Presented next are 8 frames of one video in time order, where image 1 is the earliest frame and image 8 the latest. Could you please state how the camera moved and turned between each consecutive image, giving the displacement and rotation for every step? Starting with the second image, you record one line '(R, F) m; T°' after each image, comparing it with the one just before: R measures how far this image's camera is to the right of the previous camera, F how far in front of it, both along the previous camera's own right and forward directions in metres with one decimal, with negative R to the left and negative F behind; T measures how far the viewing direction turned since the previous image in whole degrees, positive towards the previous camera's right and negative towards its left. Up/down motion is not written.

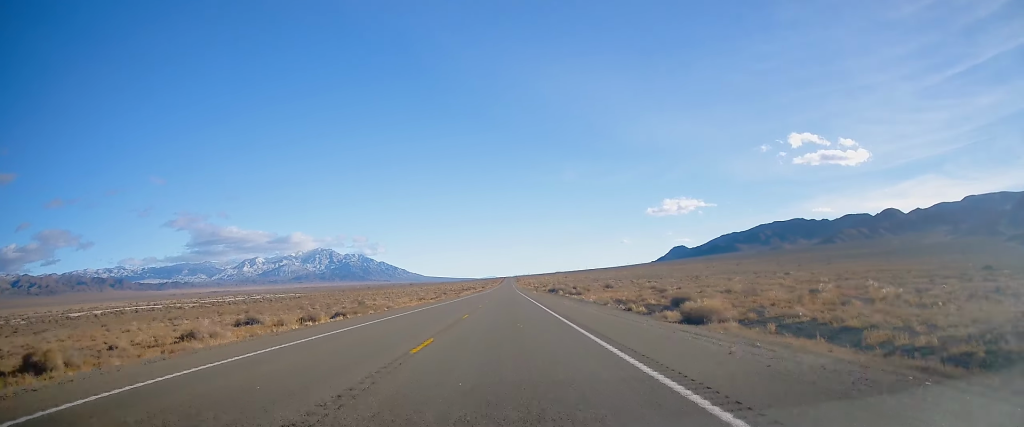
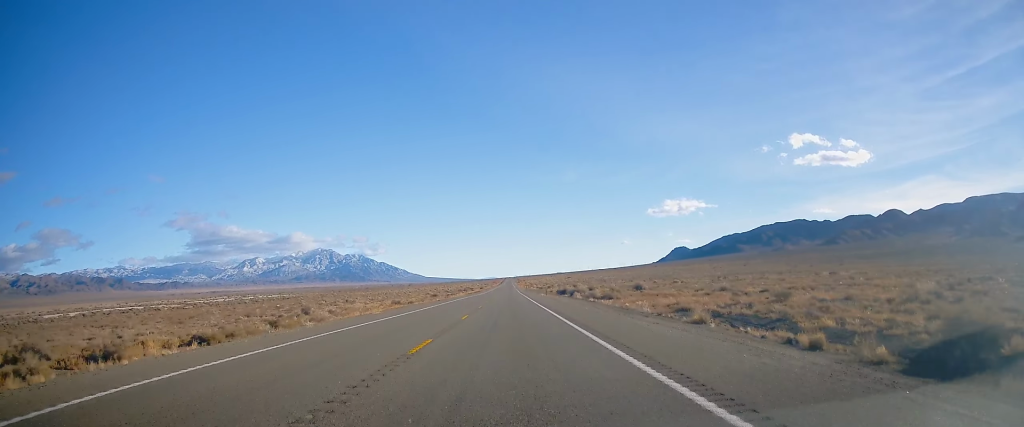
(0.0, +24.6) m; 0°
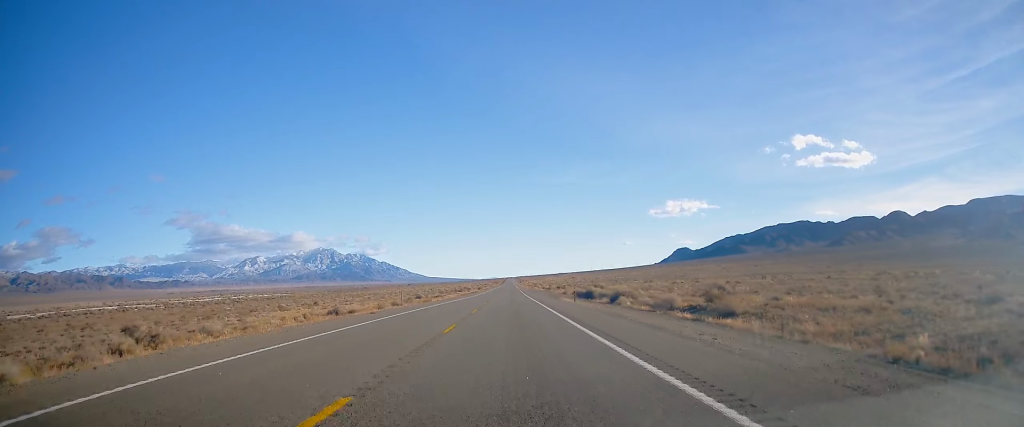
(+0.1, +31.8) m; 0°
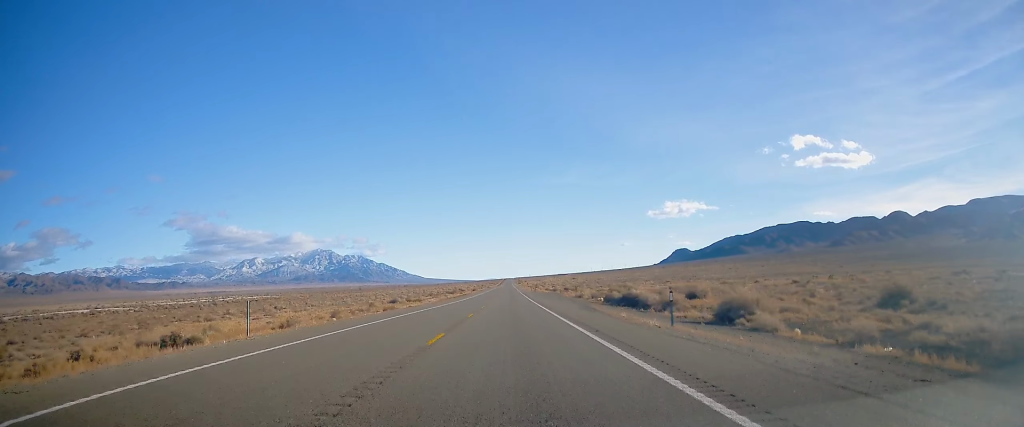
(0.0, +27.3) m; 0°
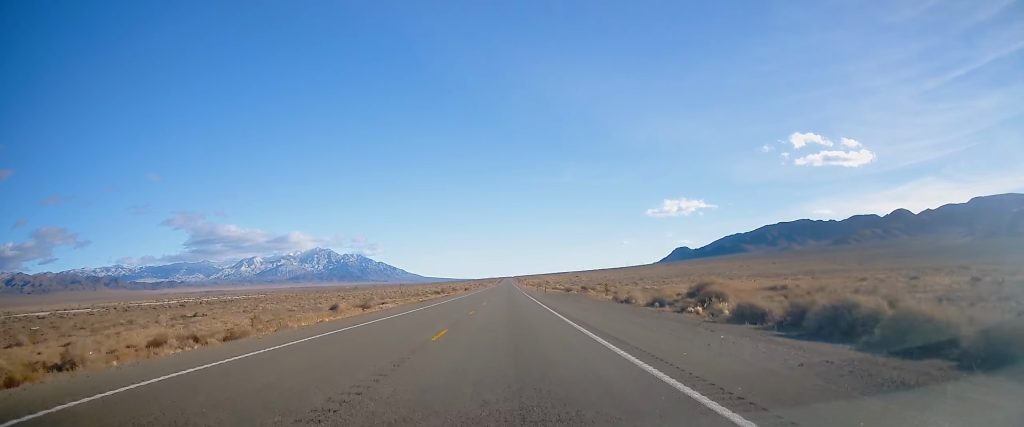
(-0.2, +35.8) m; 0°
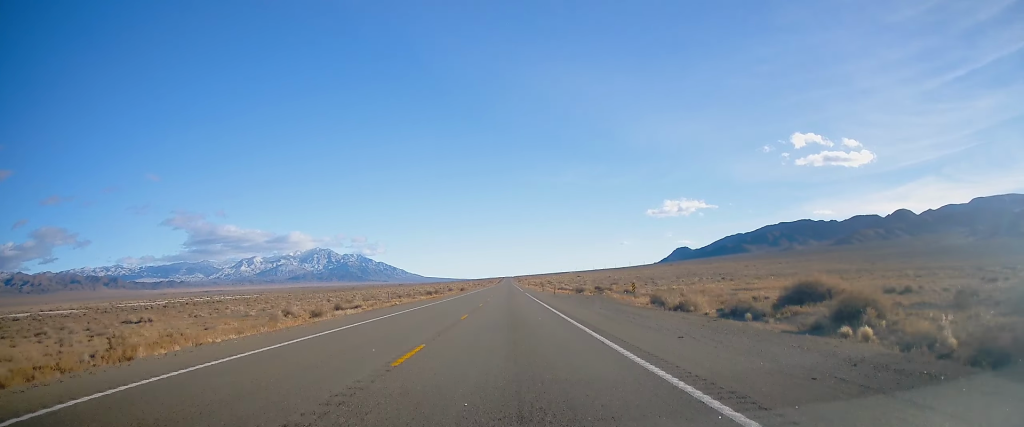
(+0.1, +16.5) m; 0°
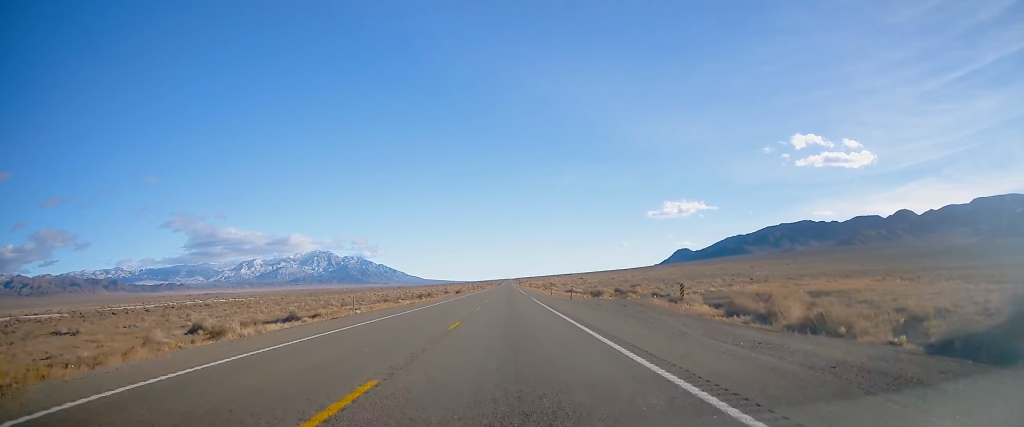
(0.0, +16.5) m; 0°
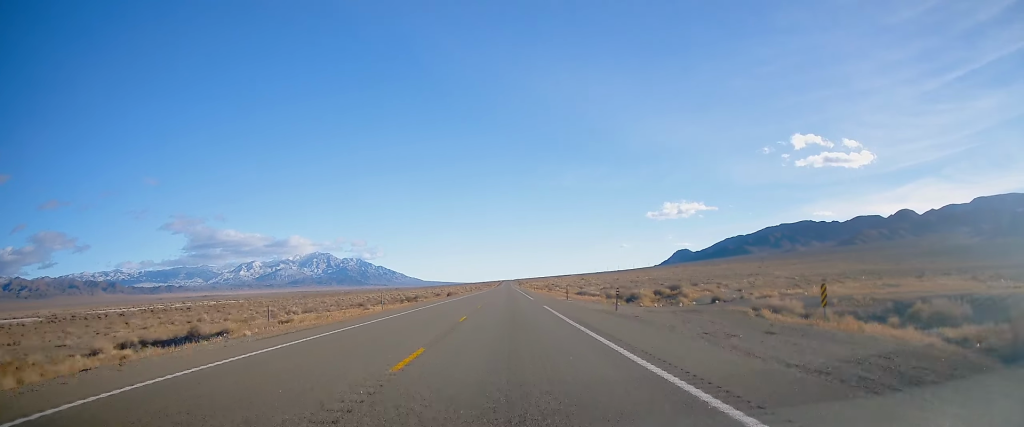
(-0.1, +20.3) m; 0°
